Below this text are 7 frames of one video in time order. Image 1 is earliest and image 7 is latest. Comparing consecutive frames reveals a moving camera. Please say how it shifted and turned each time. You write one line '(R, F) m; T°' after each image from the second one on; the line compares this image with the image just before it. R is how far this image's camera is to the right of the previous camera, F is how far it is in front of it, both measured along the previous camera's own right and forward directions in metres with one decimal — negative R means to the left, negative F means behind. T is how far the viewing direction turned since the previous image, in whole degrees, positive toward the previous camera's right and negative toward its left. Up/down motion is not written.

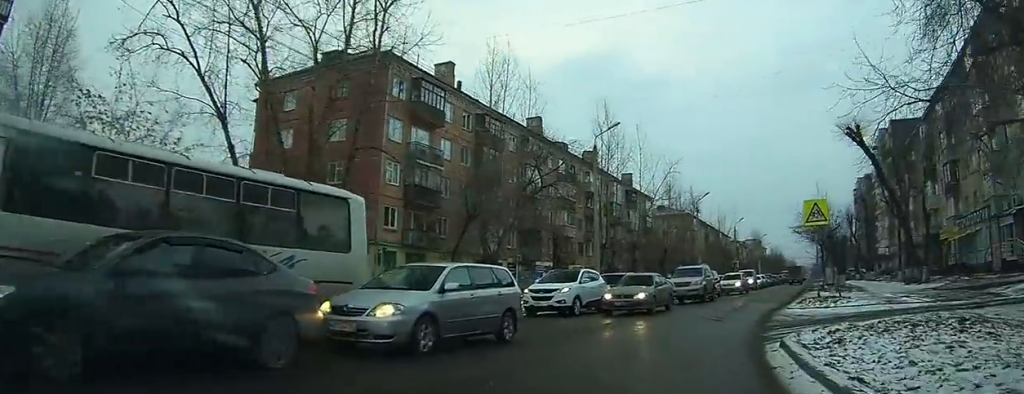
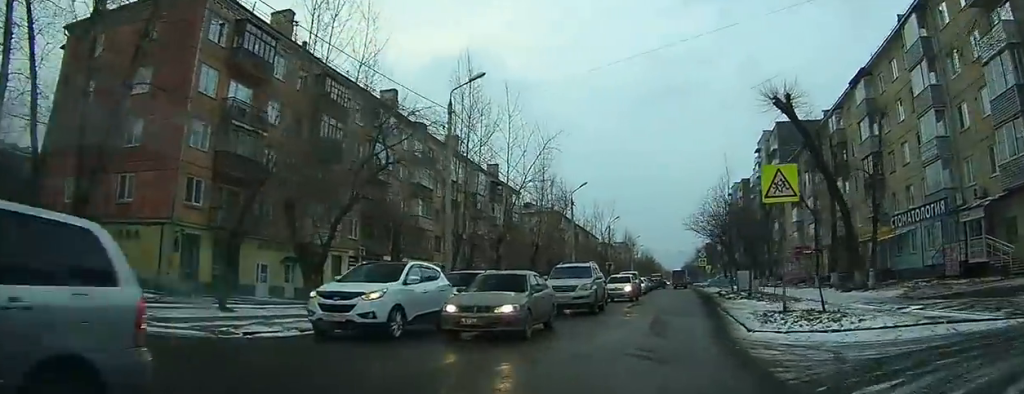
(+1.0, +8.3) m; +9°
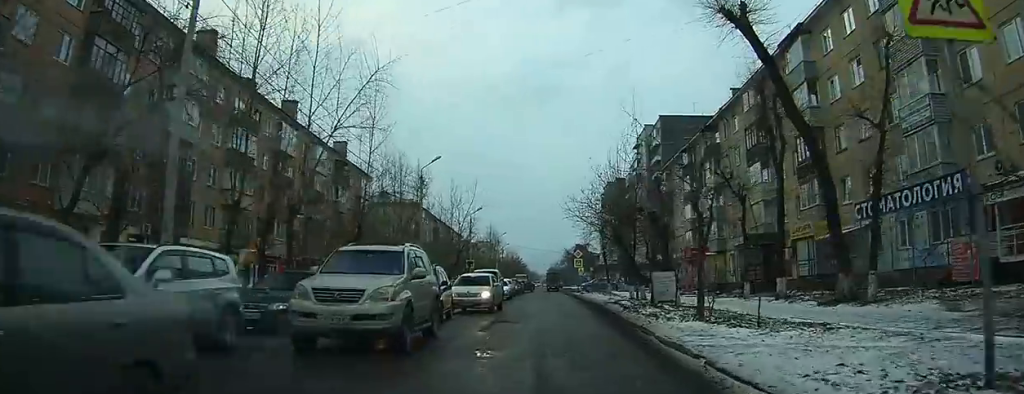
(+0.5, +10.4) m; +6°
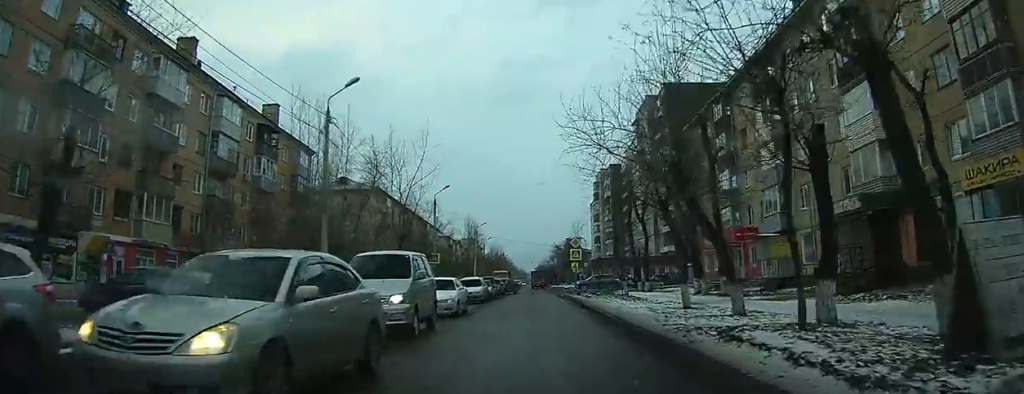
(+0.9, +15.7) m; +5°
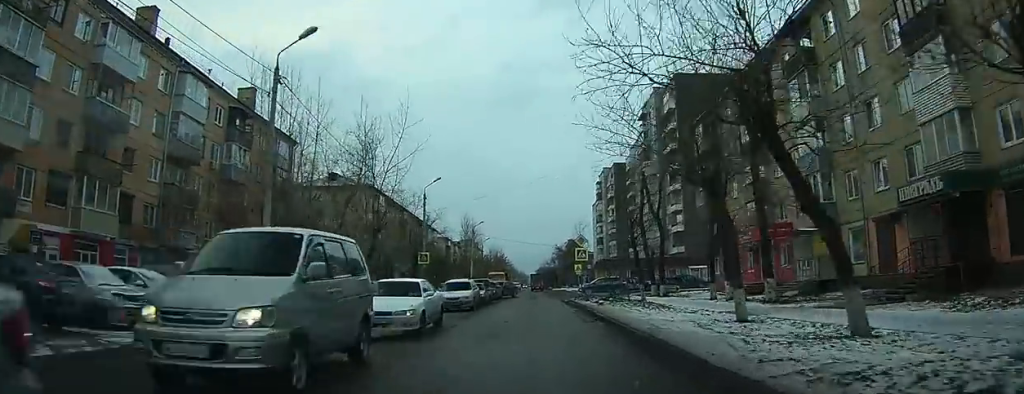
(+0.1, +5.5) m; +1°
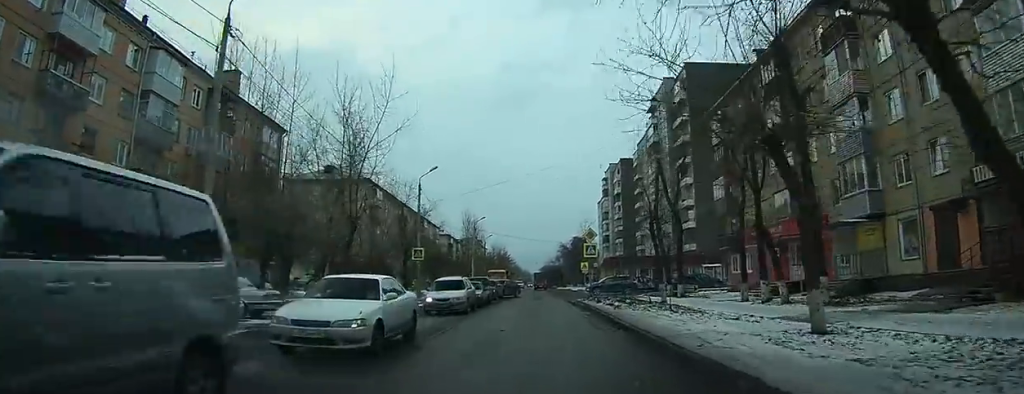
(0.0, +4.0) m; 0°
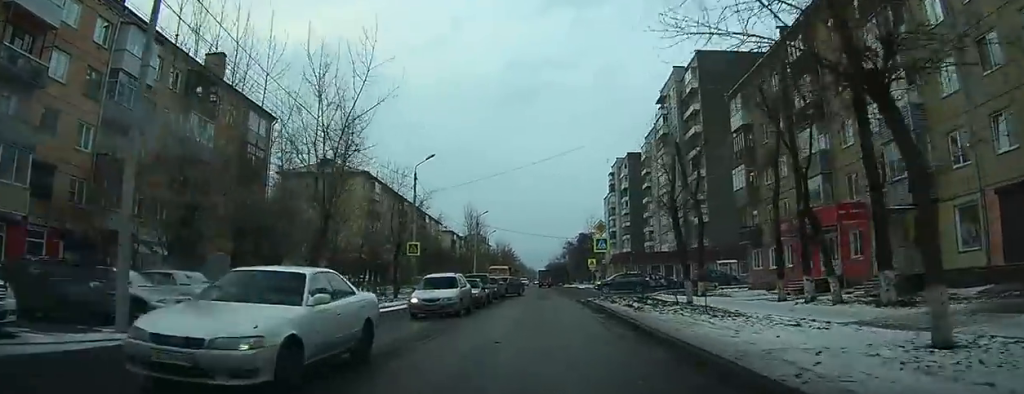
(0.0, +3.5) m; 0°
